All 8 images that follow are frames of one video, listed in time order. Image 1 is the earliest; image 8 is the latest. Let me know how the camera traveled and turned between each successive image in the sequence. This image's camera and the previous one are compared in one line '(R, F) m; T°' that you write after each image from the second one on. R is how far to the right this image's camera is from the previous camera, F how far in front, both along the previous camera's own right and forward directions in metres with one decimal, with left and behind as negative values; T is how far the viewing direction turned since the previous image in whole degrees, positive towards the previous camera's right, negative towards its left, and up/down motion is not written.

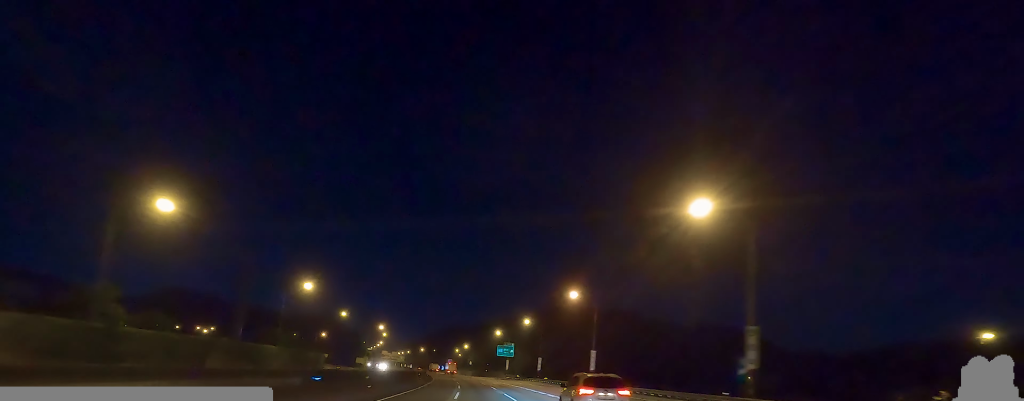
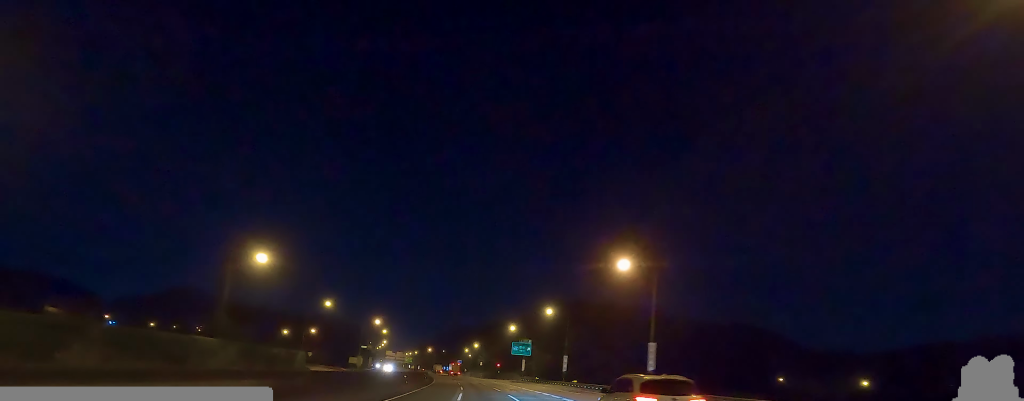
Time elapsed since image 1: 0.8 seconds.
(-0.7, +21.2) m; 0°
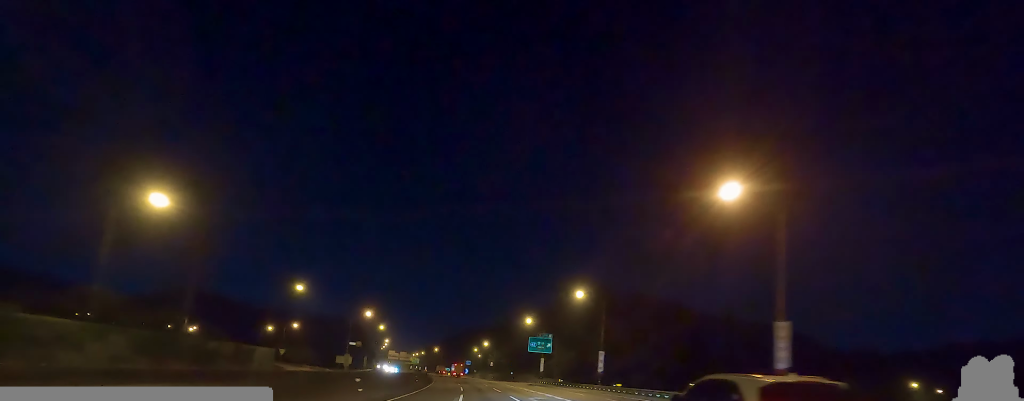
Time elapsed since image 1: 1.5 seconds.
(+1.1, +21.1) m; 0°
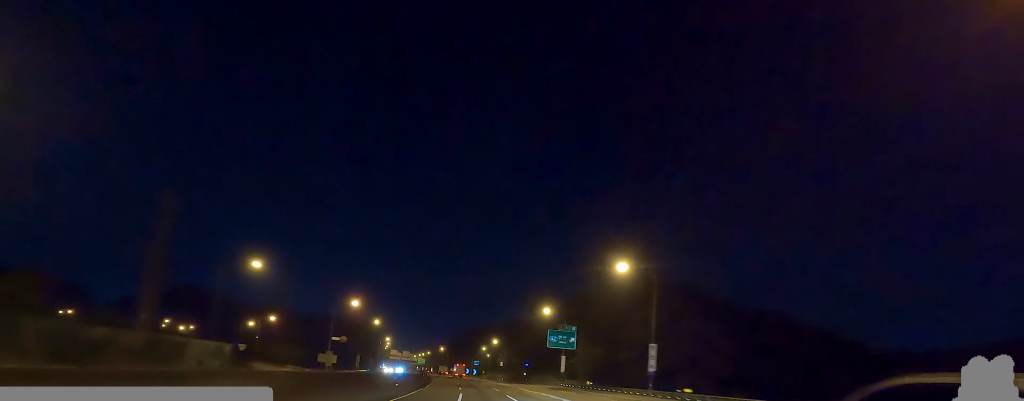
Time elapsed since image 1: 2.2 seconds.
(-0.8, +18.6) m; -2°
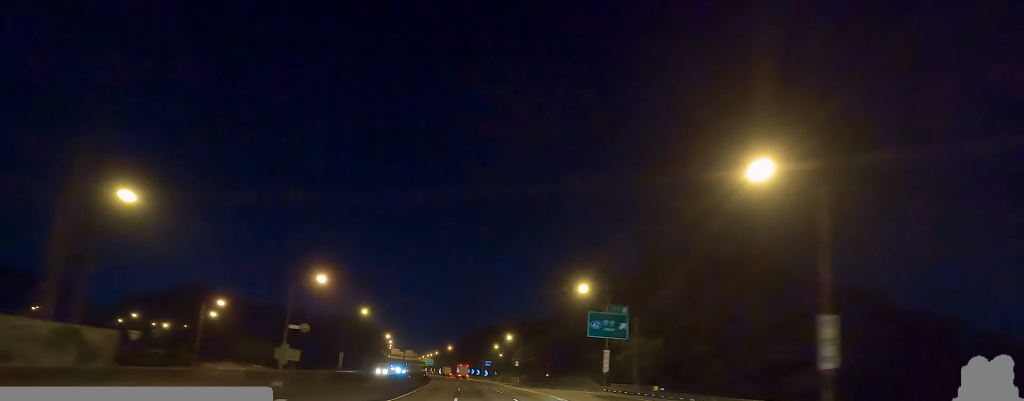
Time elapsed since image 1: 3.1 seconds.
(-0.6, +25.3) m; -3°
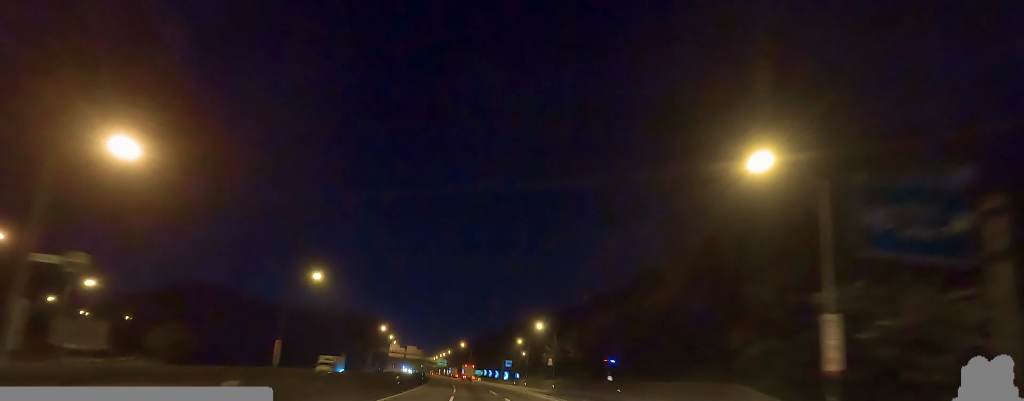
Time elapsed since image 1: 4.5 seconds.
(-1.7, +40.5) m; -1°
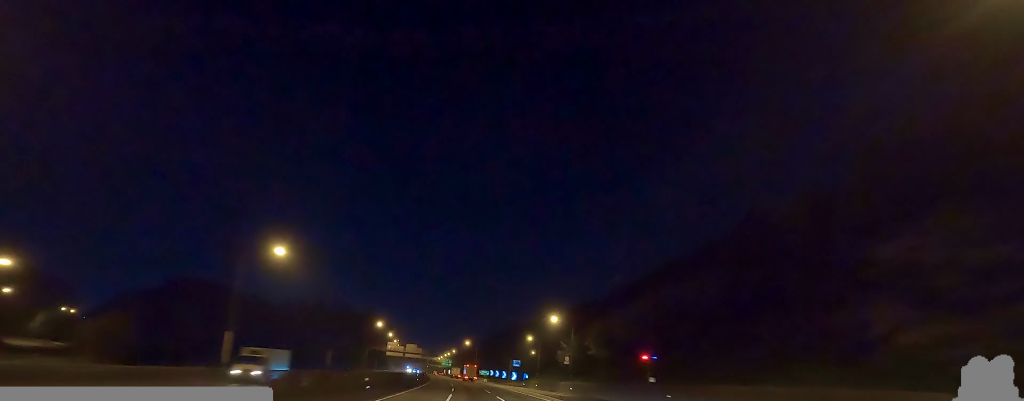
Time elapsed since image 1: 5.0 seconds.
(+0.5, +14.4) m; 0°
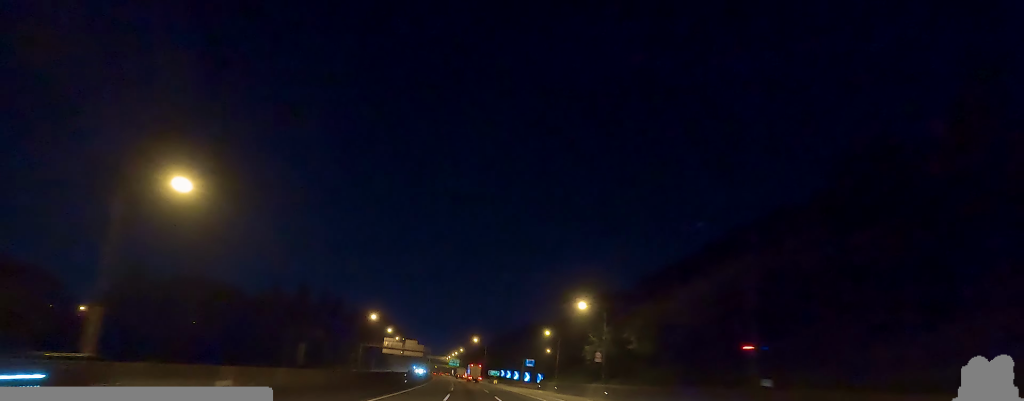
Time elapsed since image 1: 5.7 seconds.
(+0.7, +19.2) m; 0°
